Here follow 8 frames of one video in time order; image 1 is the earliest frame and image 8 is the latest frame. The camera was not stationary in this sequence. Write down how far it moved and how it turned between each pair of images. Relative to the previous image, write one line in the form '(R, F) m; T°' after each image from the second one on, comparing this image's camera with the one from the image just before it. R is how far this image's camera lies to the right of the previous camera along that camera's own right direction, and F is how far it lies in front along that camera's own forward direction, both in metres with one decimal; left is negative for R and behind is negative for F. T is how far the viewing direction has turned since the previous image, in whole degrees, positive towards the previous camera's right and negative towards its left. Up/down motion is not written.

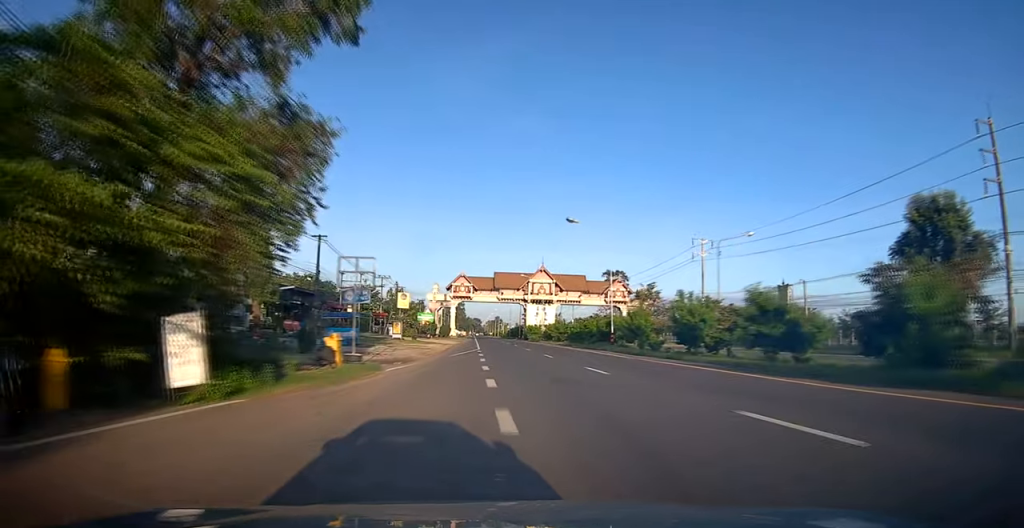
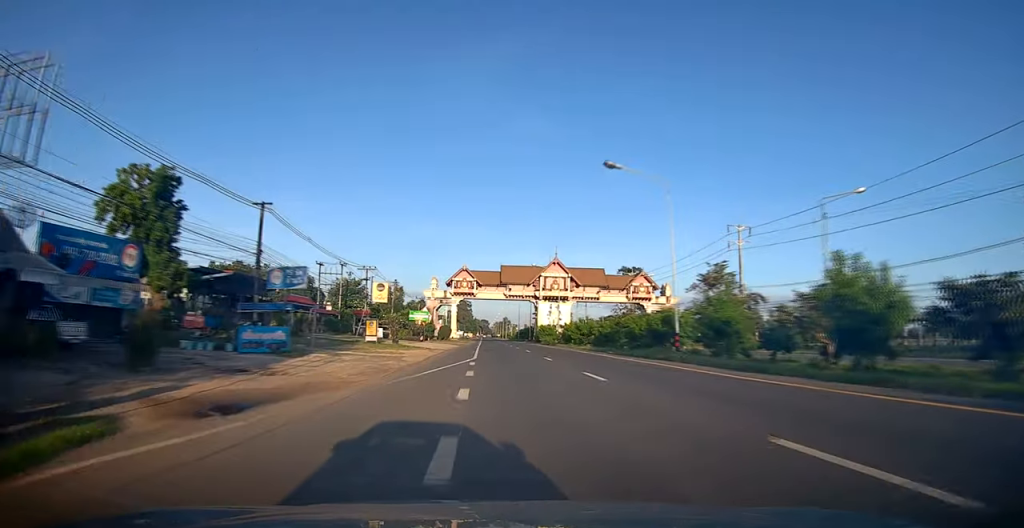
(+0.2, +14.8) m; 0°
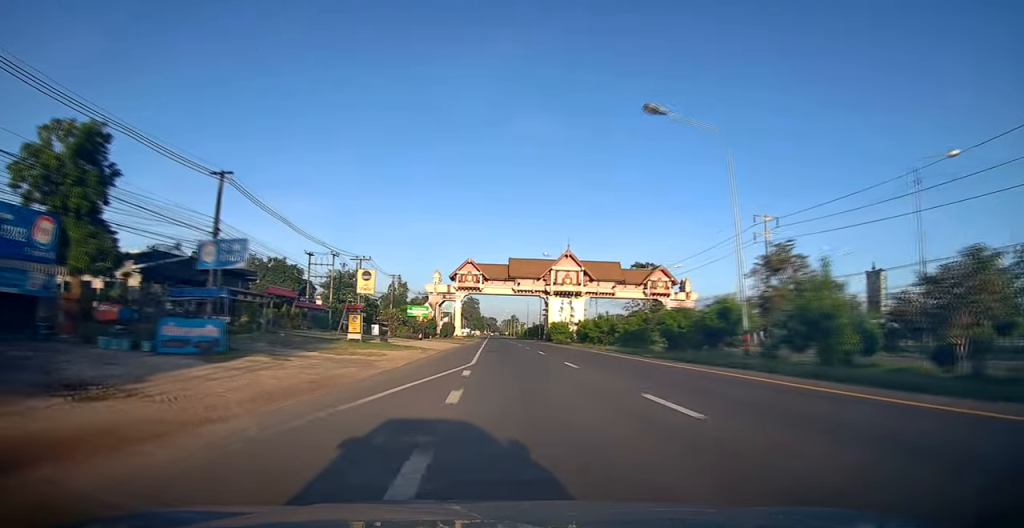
(0.0, +7.3) m; -1°
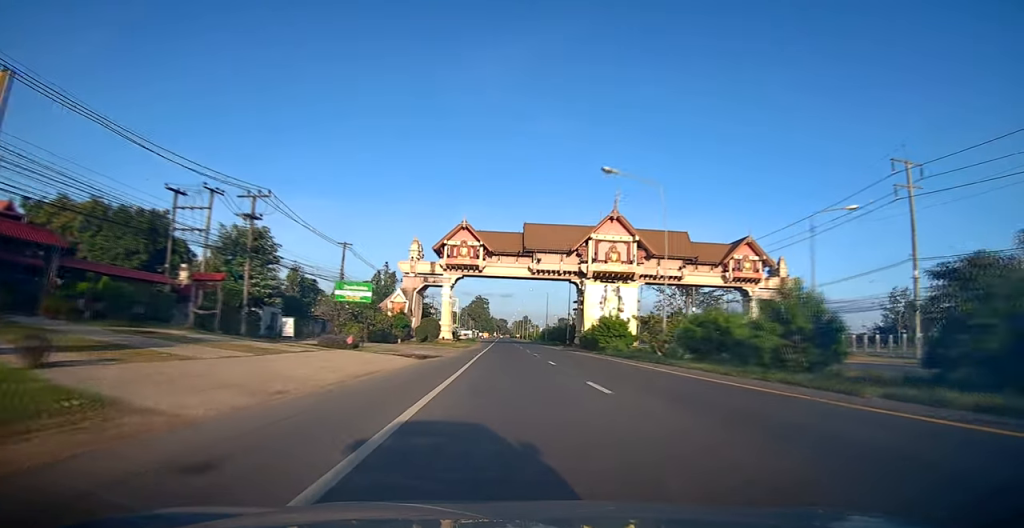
(-1.3, +32.9) m; -2°
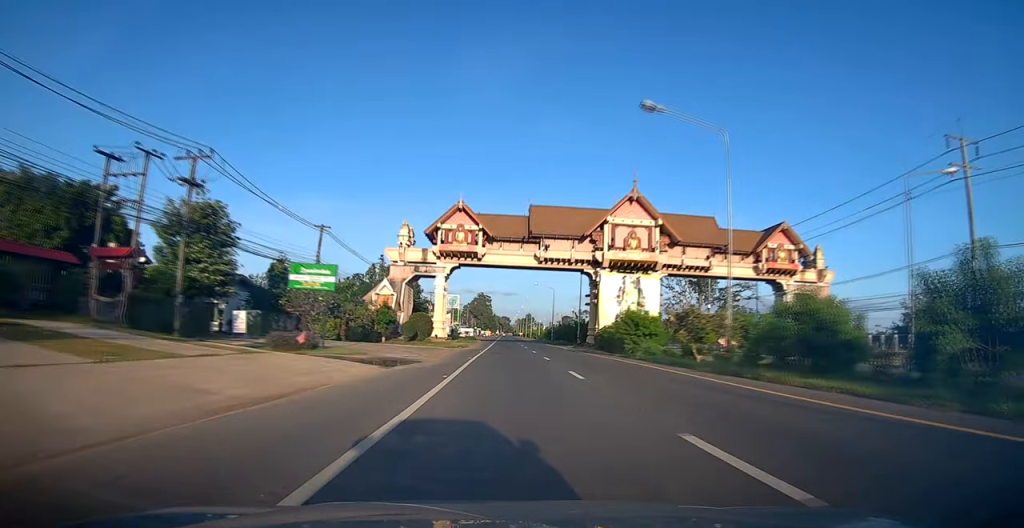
(+0.2, +8.6) m; 0°
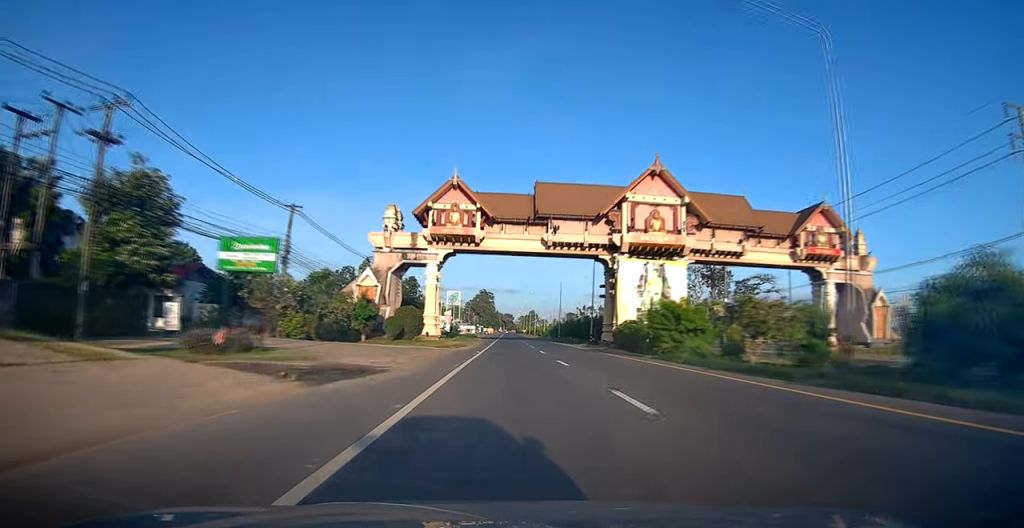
(0.0, +7.7) m; -1°
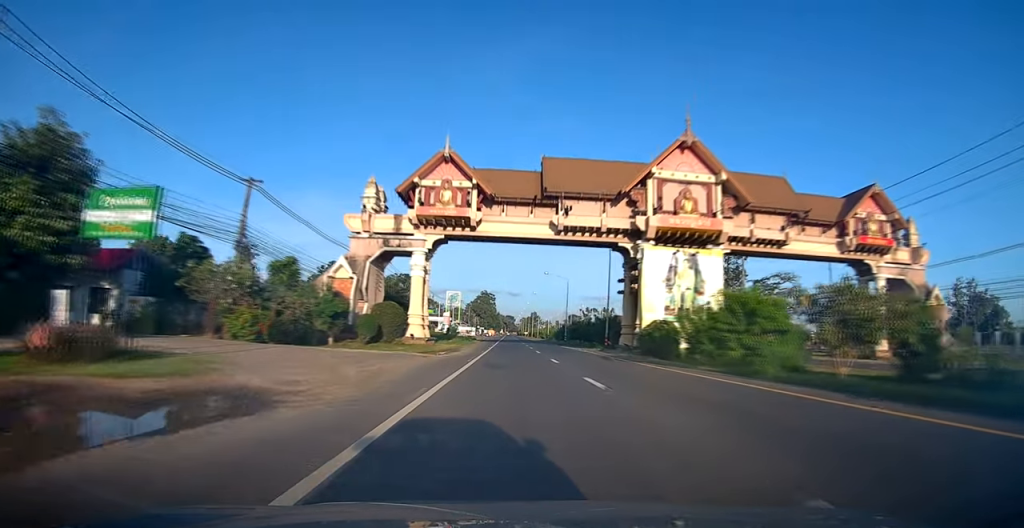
(-0.2, +7.9) m; -1°
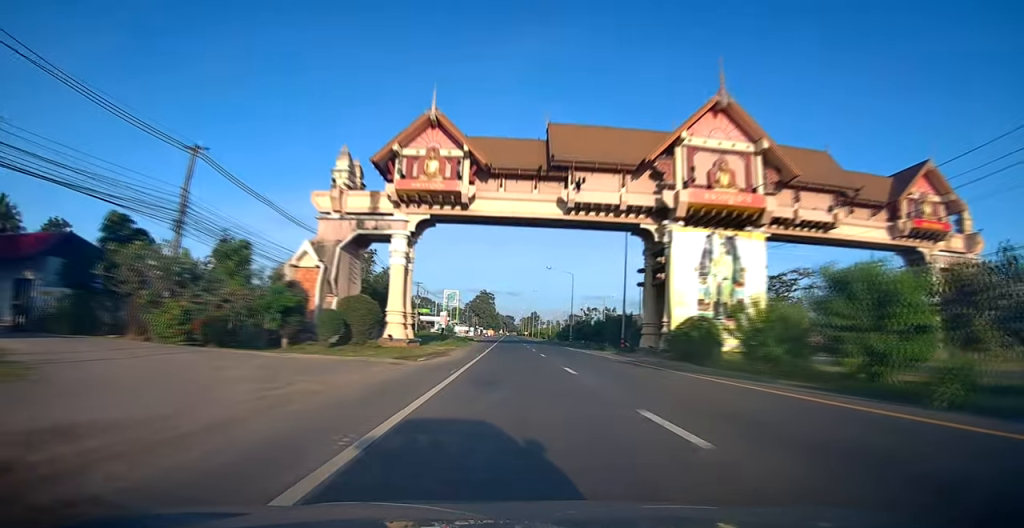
(0.0, +7.1) m; 0°
